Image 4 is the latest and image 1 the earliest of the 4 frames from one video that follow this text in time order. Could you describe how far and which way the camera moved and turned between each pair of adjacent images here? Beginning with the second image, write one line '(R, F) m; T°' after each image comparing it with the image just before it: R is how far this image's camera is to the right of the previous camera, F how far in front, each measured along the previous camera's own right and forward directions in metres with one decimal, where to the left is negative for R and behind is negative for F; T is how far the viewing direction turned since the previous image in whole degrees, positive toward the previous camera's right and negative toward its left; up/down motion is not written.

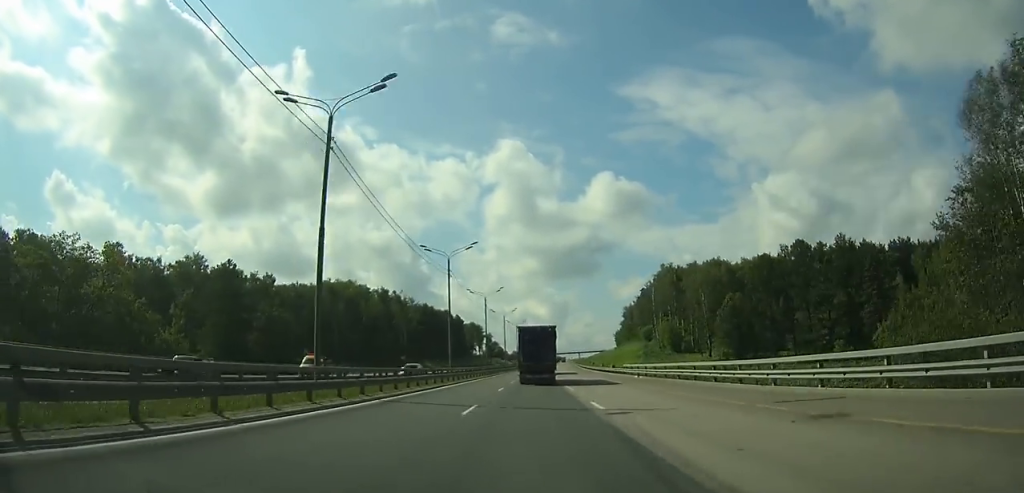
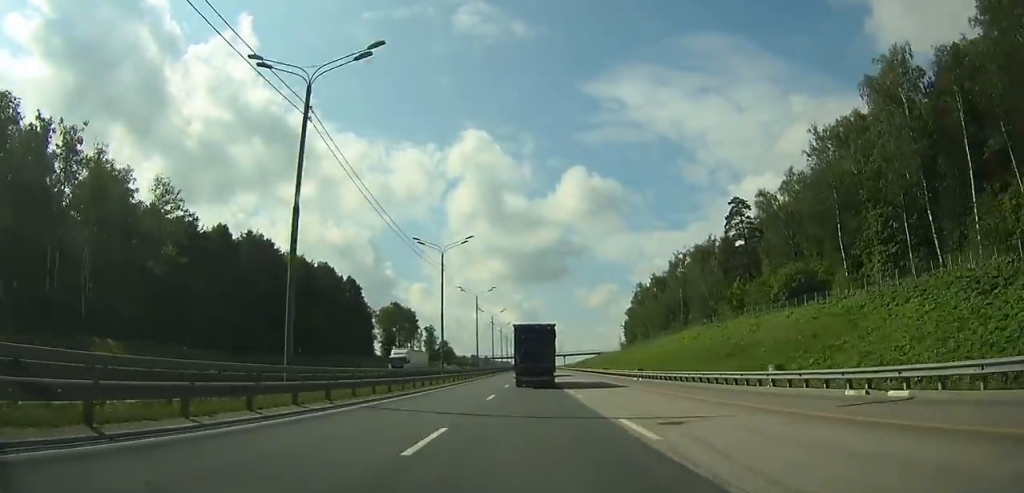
(+4.7, +150.7) m; +3°
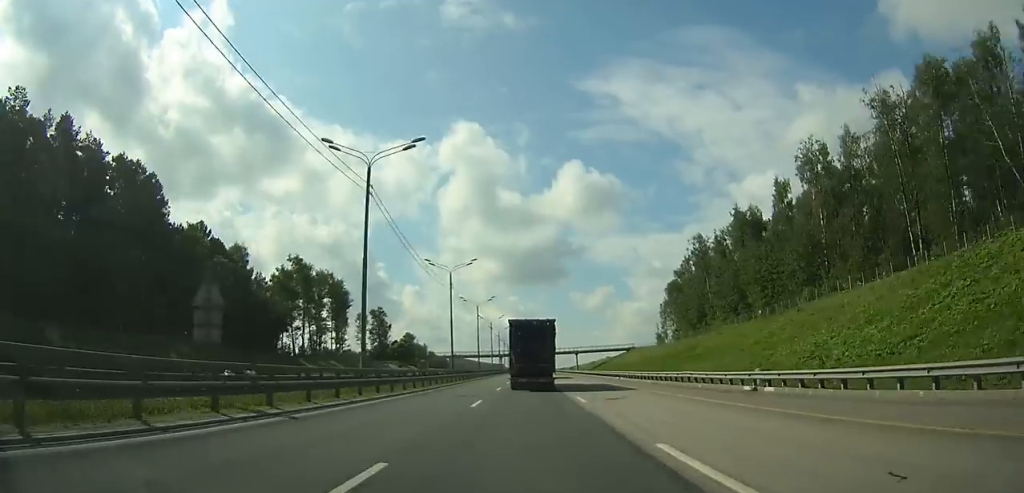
(+0.3, +99.7) m; 0°
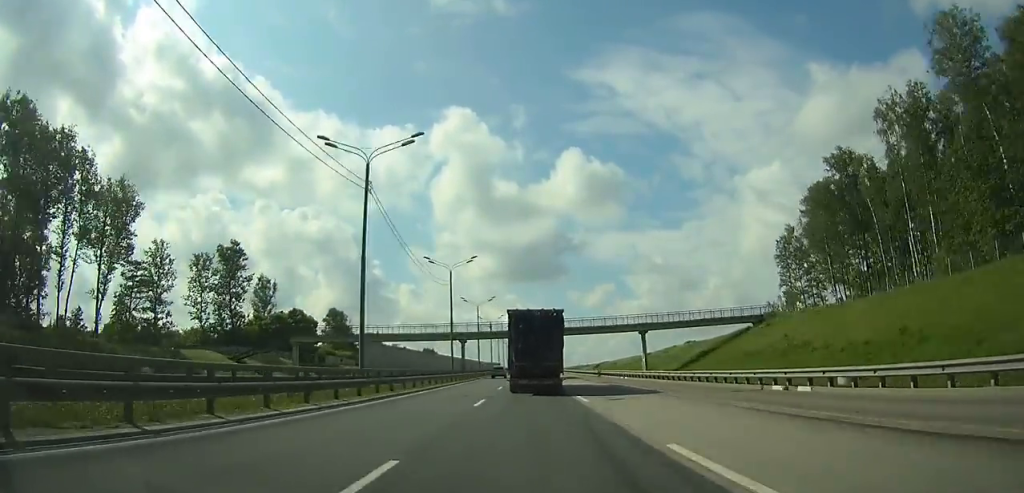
(+0.2, +110.5) m; 0°
